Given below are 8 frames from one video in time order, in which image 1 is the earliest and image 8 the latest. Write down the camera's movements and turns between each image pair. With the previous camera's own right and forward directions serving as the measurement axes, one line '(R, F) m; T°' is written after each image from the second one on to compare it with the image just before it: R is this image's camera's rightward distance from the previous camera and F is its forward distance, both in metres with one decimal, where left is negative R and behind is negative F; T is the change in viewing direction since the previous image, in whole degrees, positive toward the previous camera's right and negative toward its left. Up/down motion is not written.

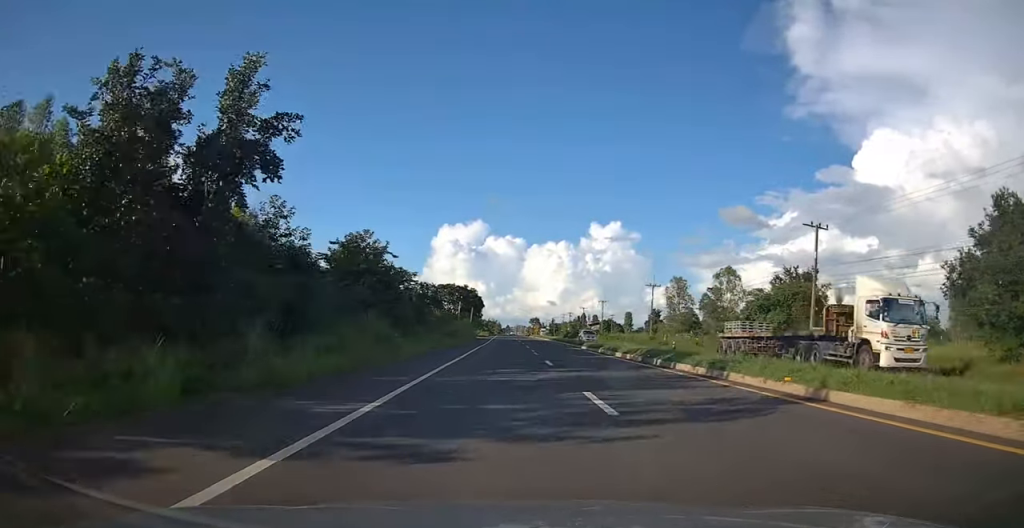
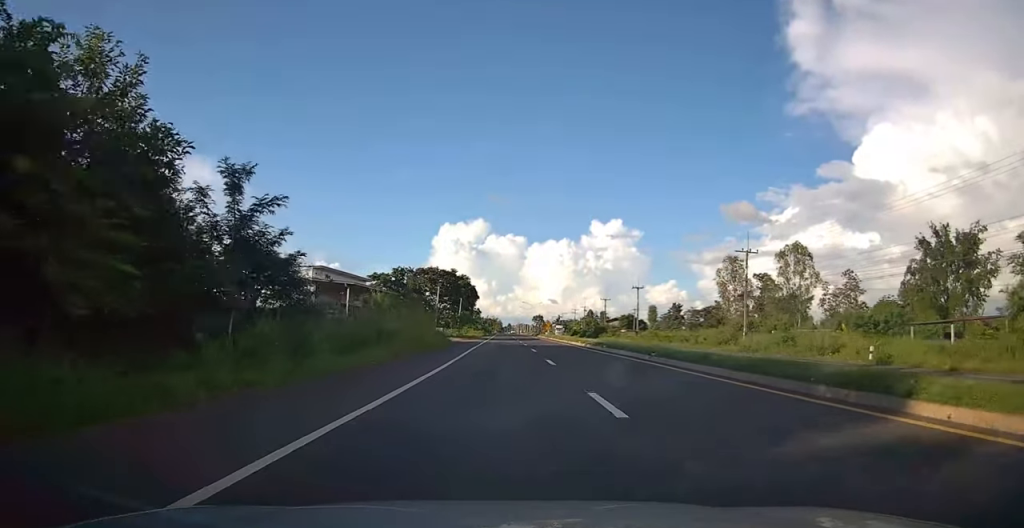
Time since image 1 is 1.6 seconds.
(0.0, +36.7) m; 0°
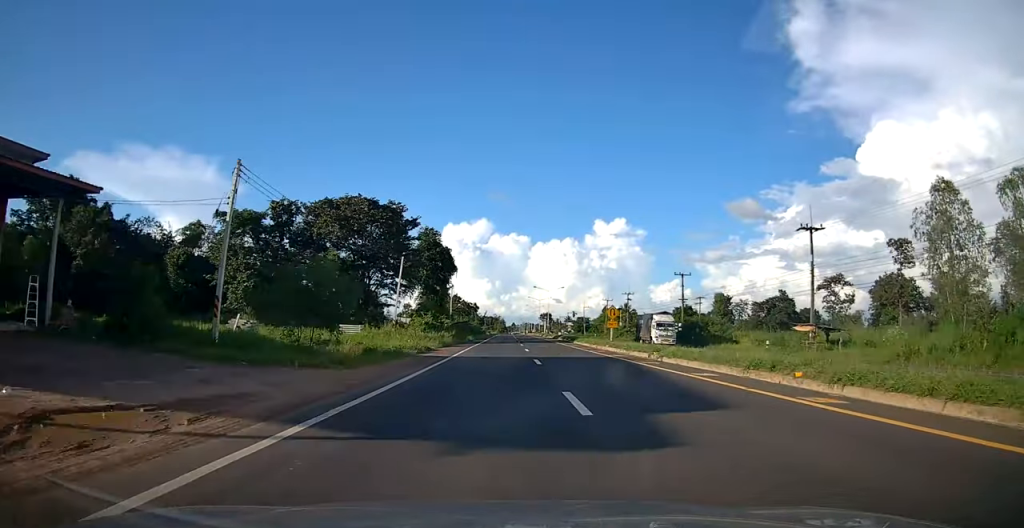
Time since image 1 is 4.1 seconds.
(0.0, +59.9) m; 0°
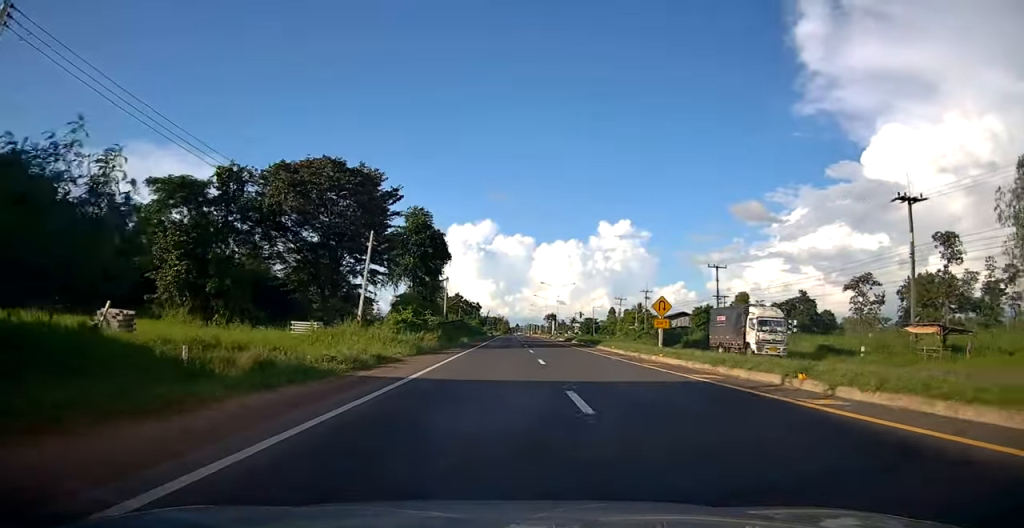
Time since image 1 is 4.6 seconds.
(0.0, +11.9) m; 0°
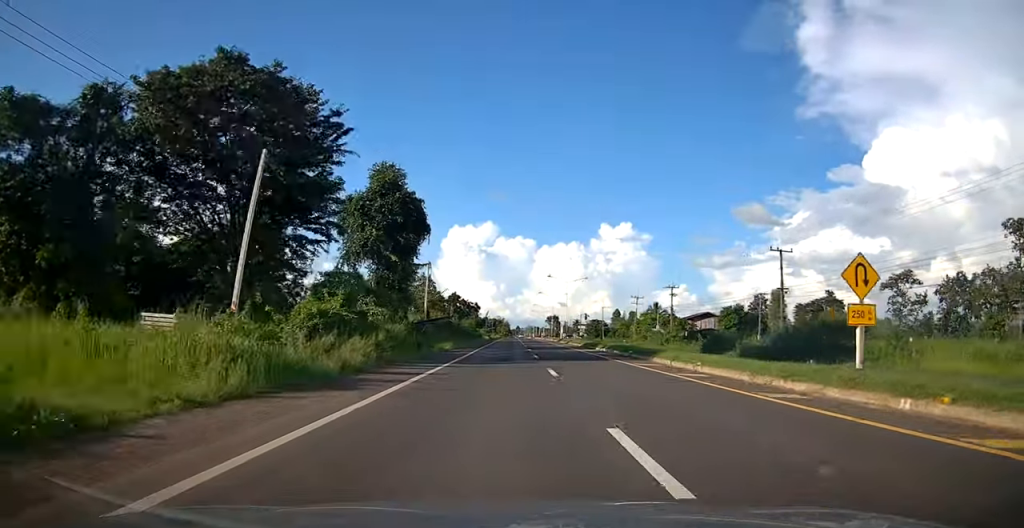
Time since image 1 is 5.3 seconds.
(0.0, +16.2) m; 0°
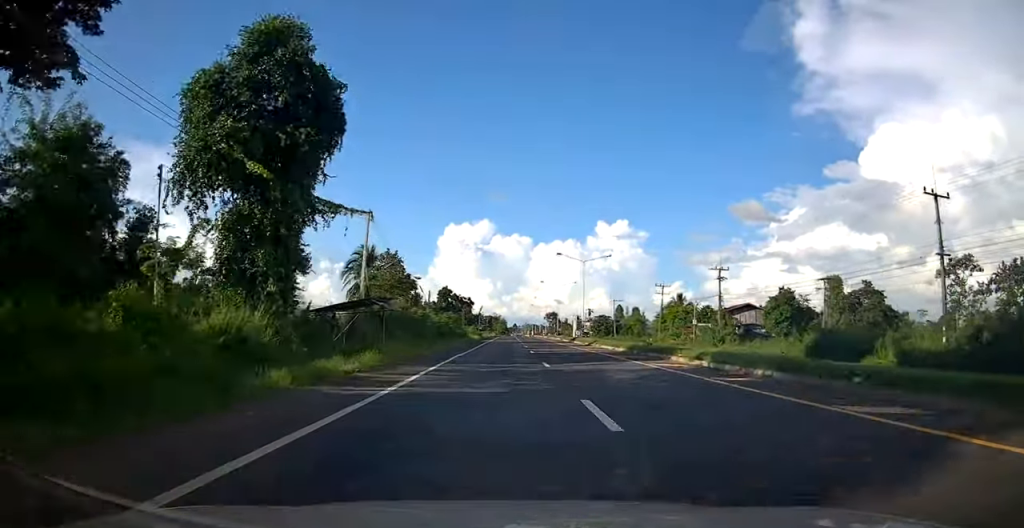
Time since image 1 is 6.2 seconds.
(0.0, +21.5) m; 0°
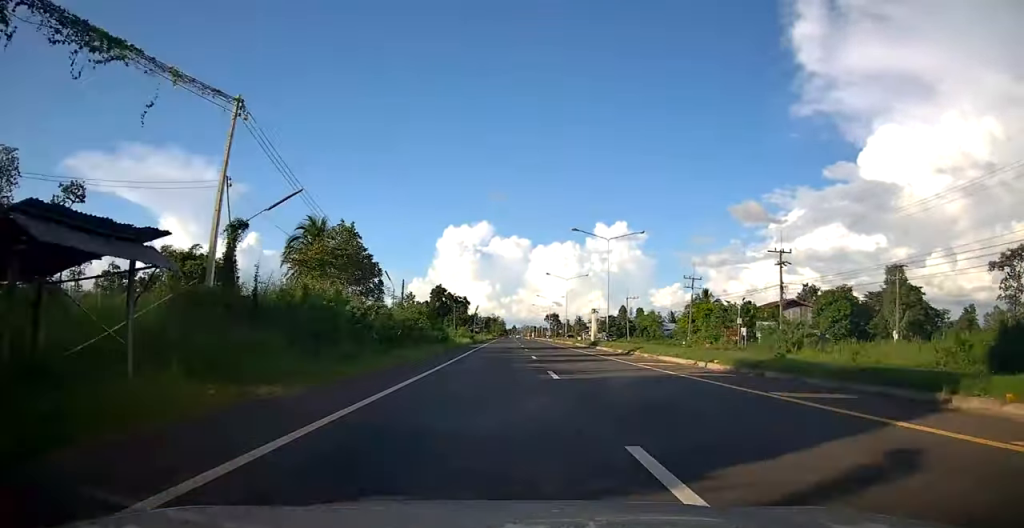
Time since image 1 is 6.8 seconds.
(0.0, +15.9) m; 0°
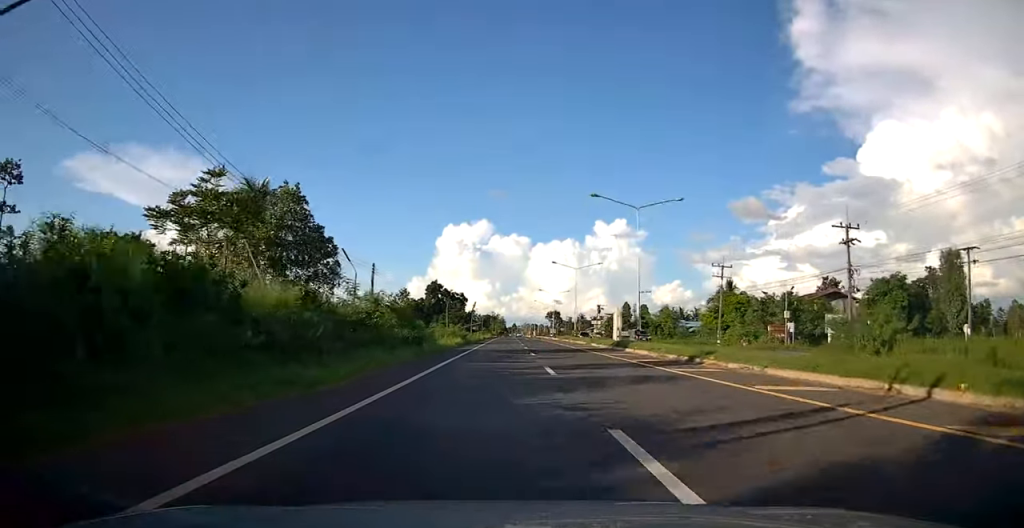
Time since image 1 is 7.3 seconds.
(0.0, +11.1) m; 0°
